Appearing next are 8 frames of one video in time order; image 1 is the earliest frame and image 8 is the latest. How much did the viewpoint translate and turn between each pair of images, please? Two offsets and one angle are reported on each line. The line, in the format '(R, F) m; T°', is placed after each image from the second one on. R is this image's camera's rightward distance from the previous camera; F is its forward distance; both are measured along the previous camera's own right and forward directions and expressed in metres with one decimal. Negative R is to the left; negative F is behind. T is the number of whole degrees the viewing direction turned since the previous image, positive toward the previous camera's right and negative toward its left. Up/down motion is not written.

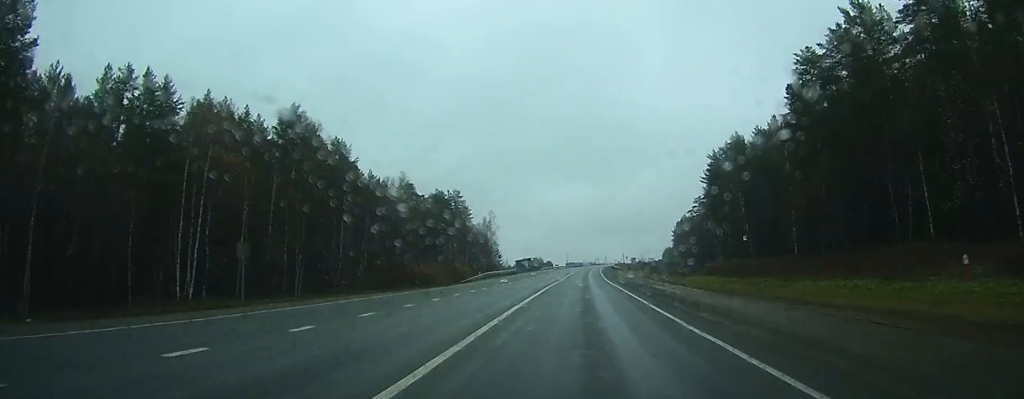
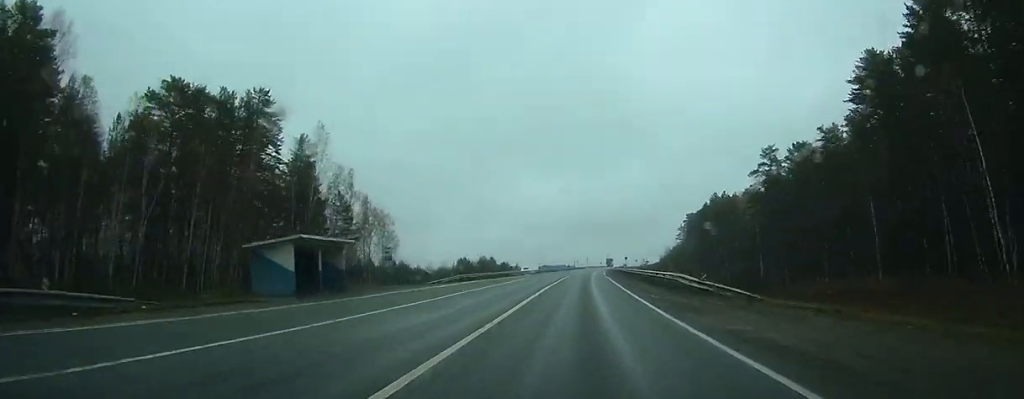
(+3.1, +93.0) m; +4°
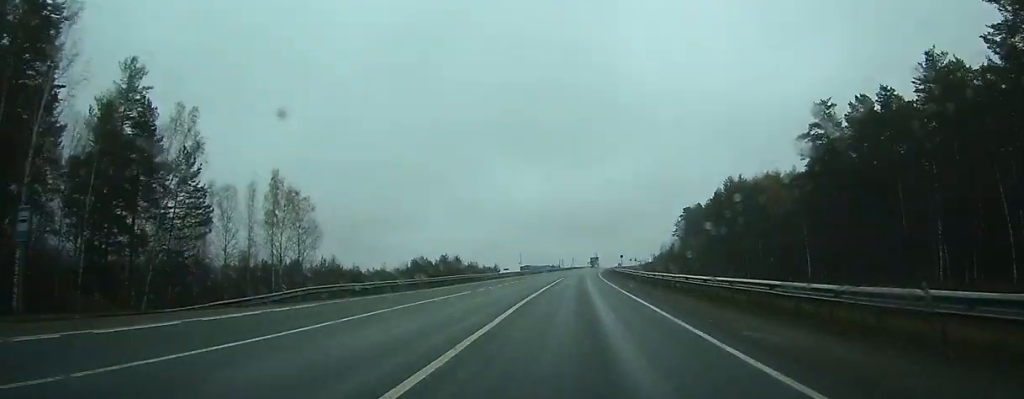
(+0.3, +30.8) m; +1°
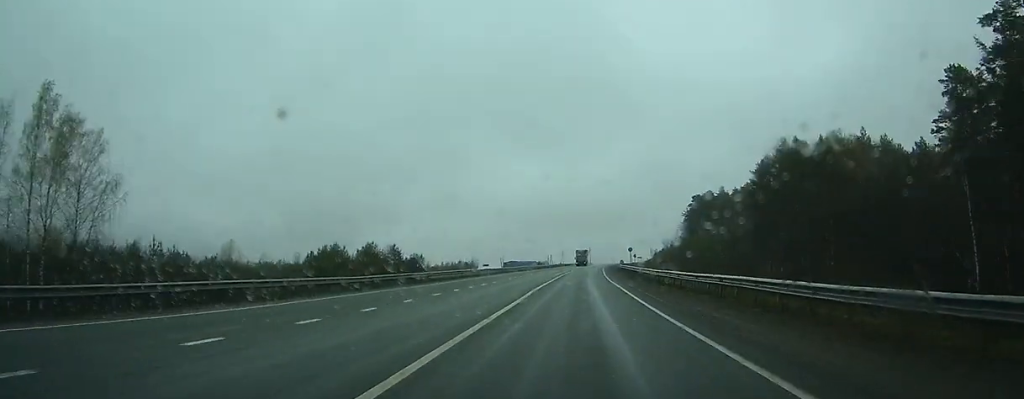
(+0.5, +40.4) m; +1°
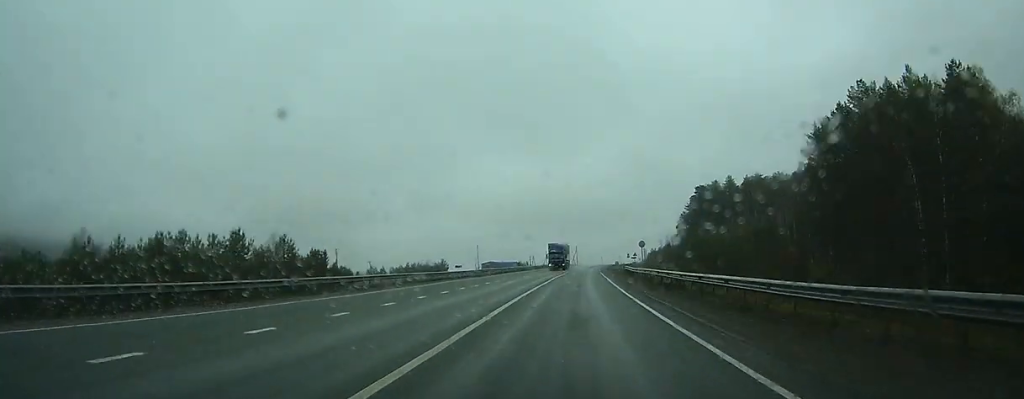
(+0.4, +32.3) m; +1°
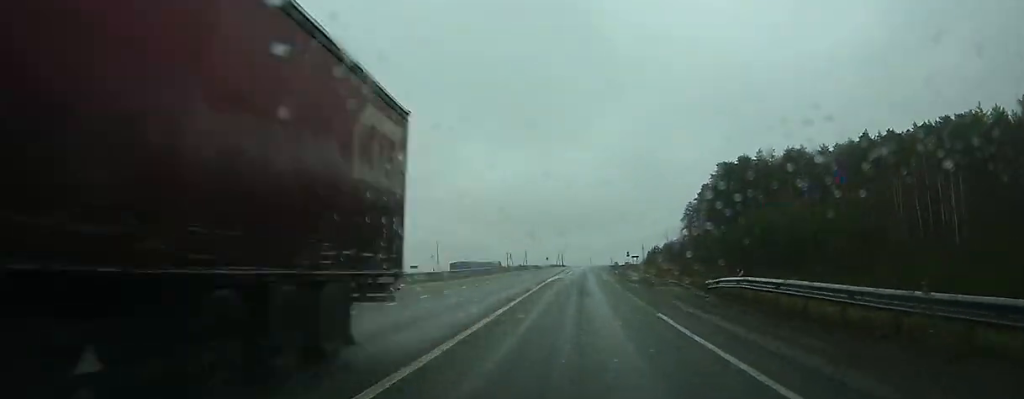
(+0.5, +51.9) m; +1°
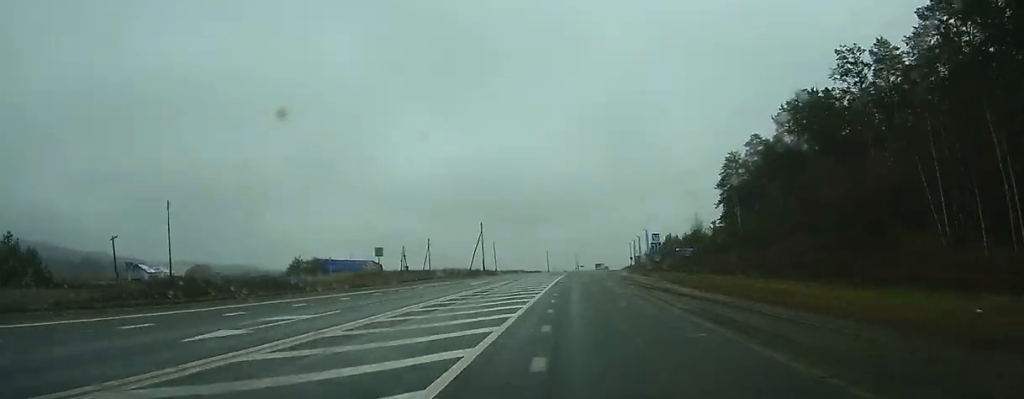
(+3.7, +130.7) m; +3°
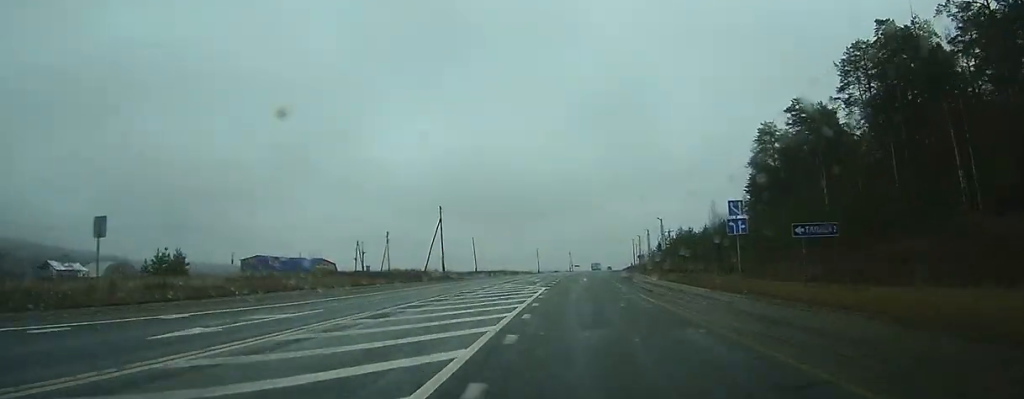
(+0.1, +30.6) m; +1°
